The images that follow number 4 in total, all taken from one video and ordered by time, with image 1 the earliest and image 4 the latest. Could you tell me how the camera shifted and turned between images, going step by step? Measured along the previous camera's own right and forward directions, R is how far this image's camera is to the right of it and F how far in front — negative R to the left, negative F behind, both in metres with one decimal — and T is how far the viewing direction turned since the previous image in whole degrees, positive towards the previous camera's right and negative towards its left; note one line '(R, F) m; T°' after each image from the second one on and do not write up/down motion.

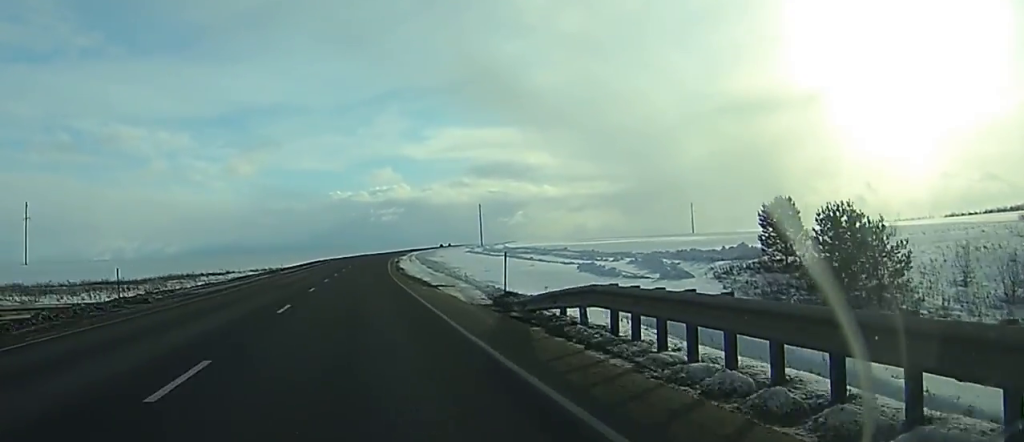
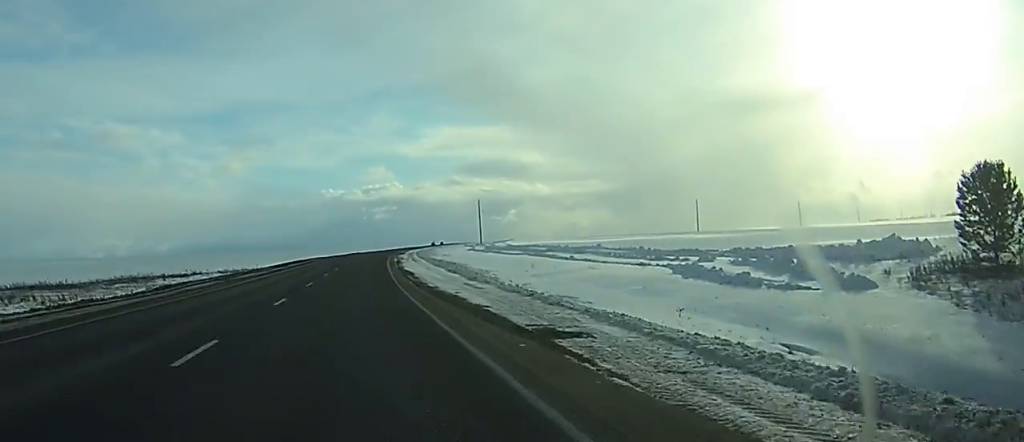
(+0.1, +22.2) m; 0°
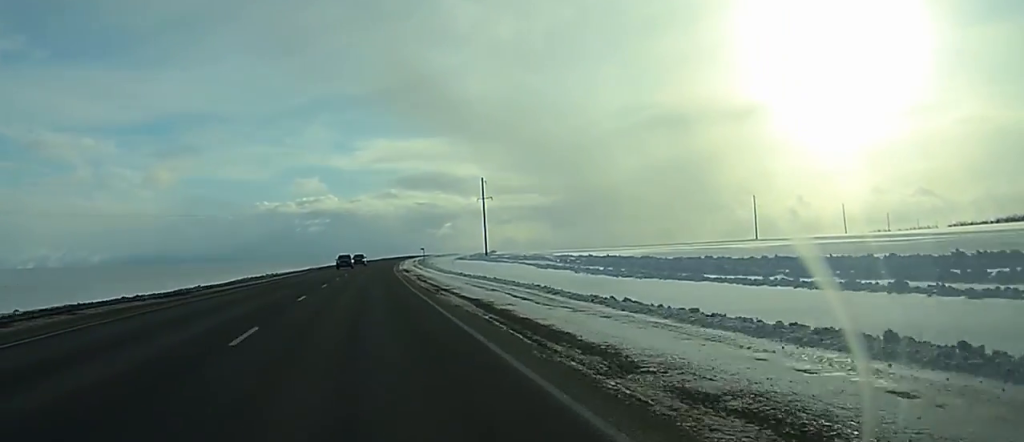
(+5.9, +167.7) m; +5°
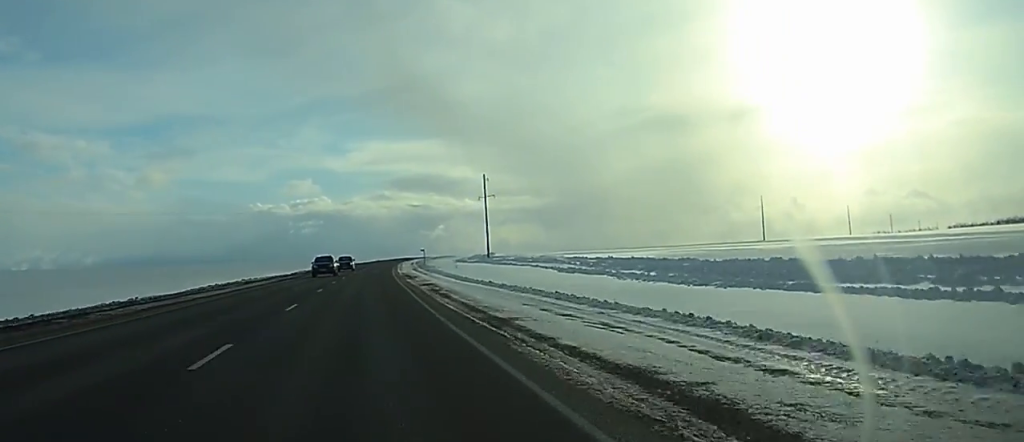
(+0.1, +14.1) m; 0°
